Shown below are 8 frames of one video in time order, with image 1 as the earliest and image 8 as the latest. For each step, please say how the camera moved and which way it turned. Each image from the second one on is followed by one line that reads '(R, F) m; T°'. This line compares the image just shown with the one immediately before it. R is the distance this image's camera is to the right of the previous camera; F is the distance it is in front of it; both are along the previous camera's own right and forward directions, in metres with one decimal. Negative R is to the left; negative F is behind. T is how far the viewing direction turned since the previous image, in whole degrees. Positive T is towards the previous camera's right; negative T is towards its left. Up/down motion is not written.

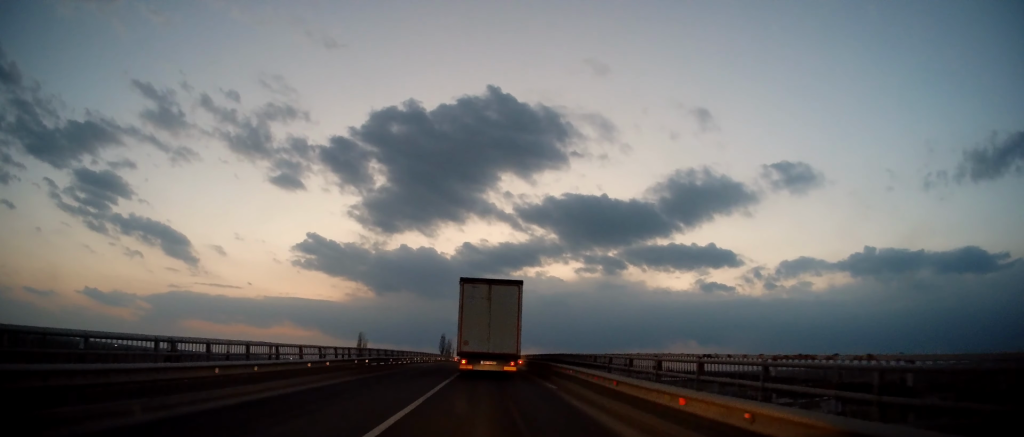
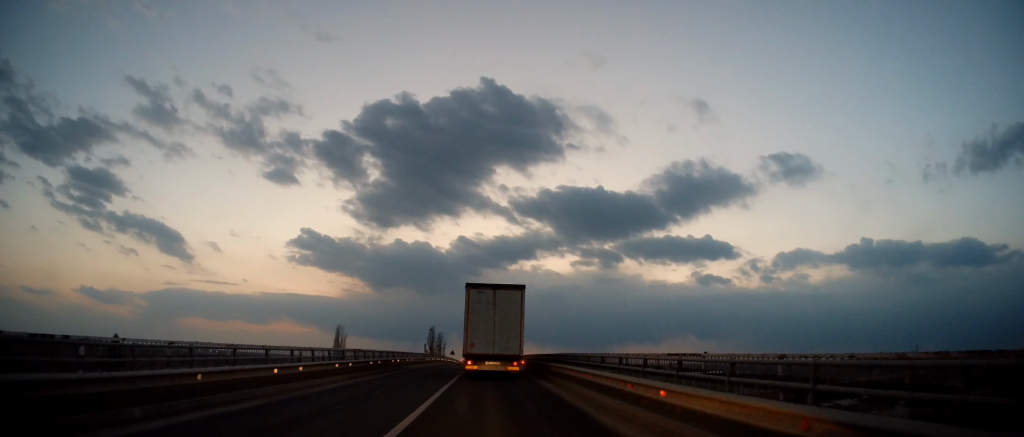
(0.0, +27.0) m; 0°
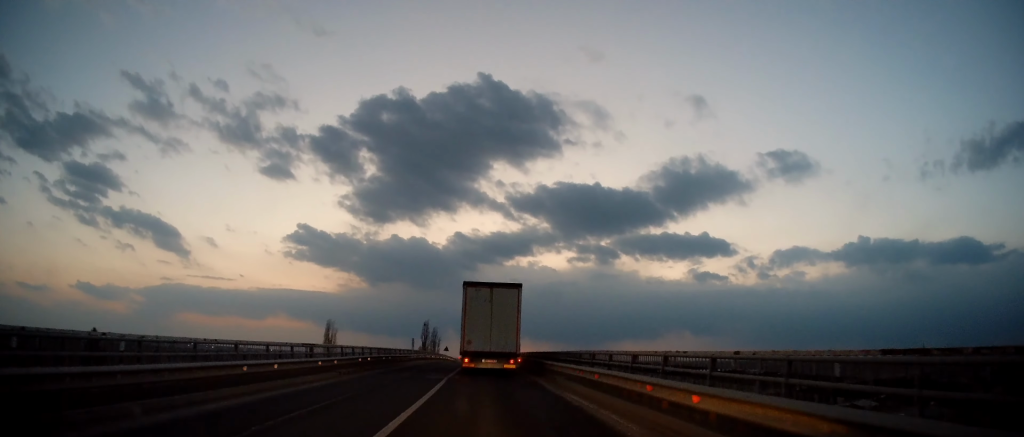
(0.0, +7.5) m; 0°
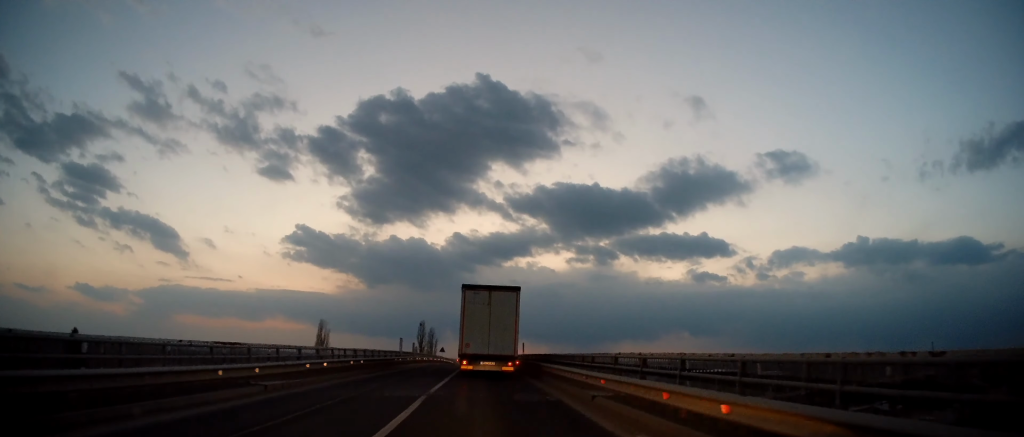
(0.0, +7.0) m; 0°
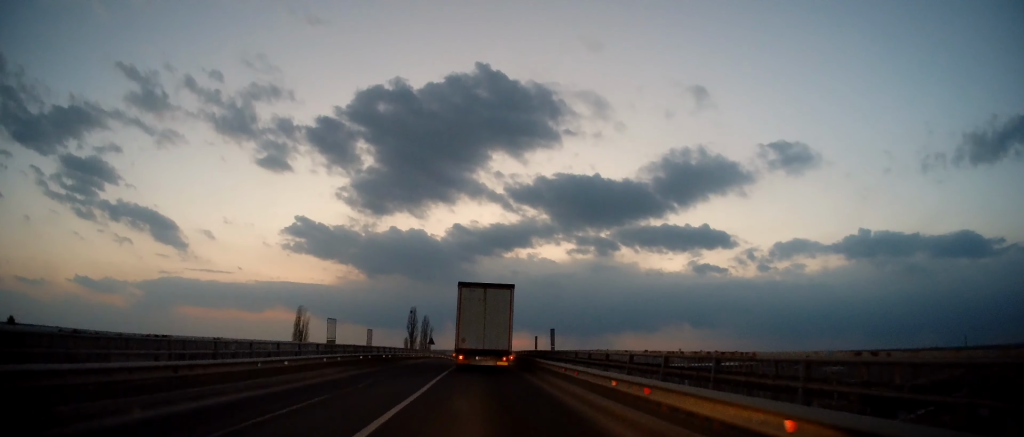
(0.0, +21.5) m; 0°
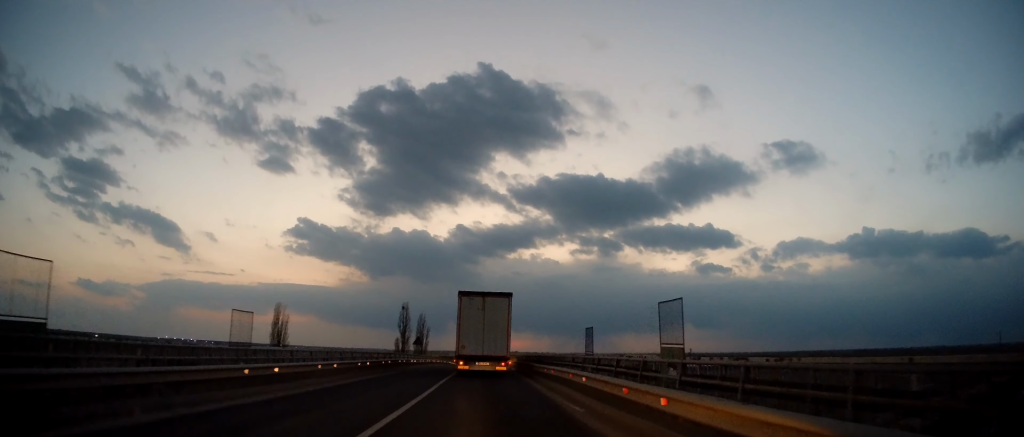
(0.0, +18.7) m; 0°
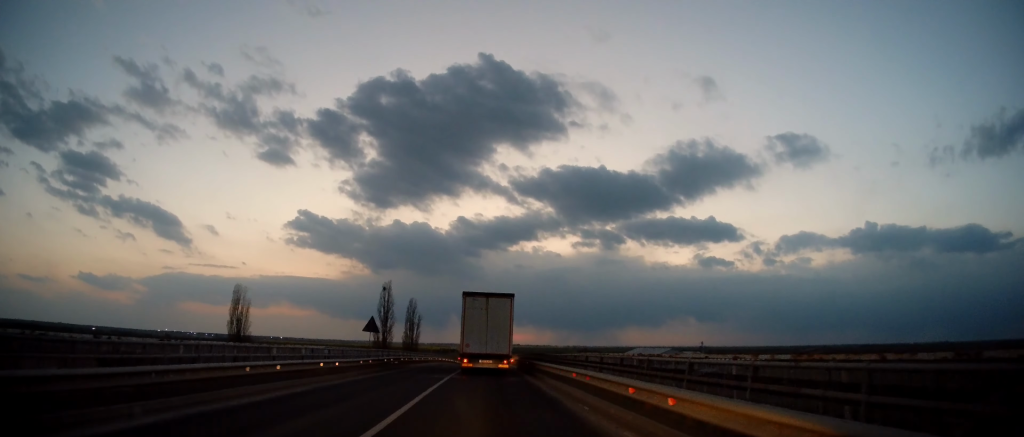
(+0.2, +23.7) m; +1°
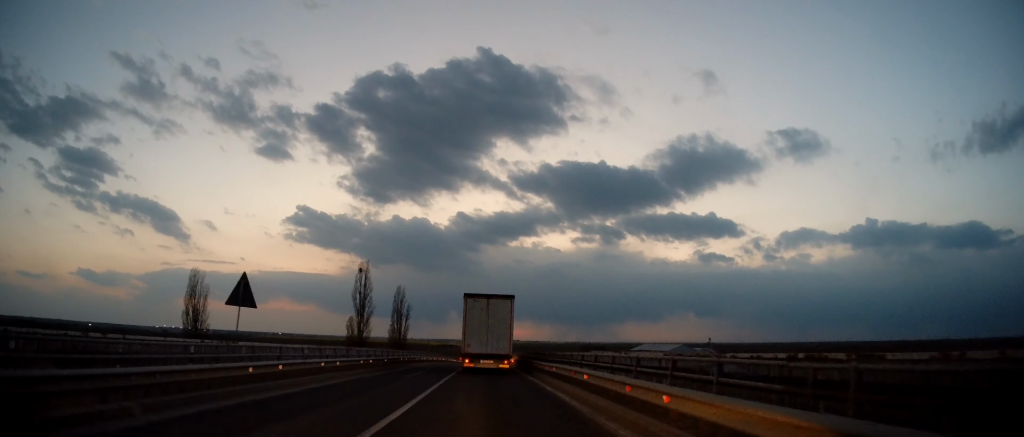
(+0.2, +17.6) m; -1°
